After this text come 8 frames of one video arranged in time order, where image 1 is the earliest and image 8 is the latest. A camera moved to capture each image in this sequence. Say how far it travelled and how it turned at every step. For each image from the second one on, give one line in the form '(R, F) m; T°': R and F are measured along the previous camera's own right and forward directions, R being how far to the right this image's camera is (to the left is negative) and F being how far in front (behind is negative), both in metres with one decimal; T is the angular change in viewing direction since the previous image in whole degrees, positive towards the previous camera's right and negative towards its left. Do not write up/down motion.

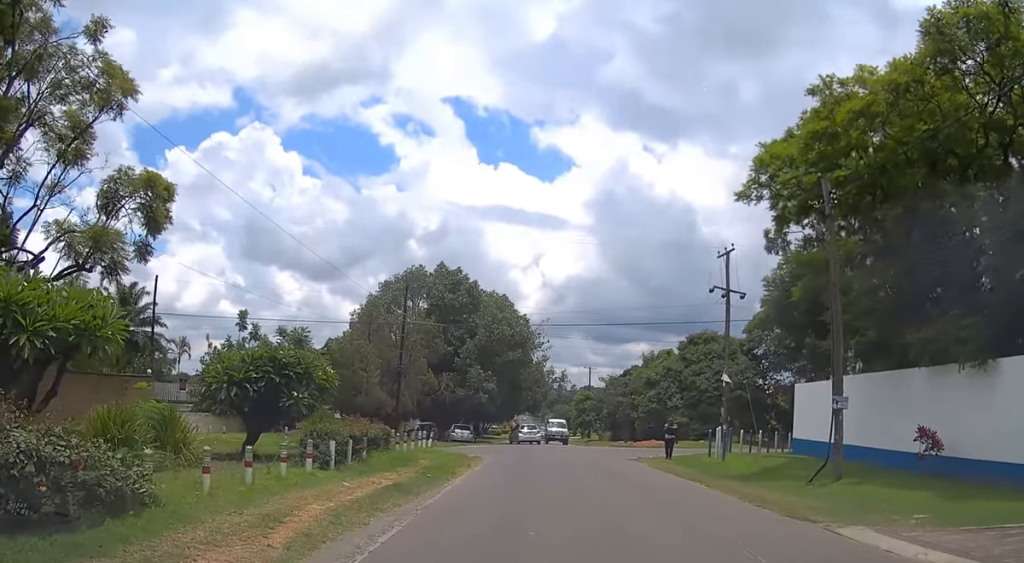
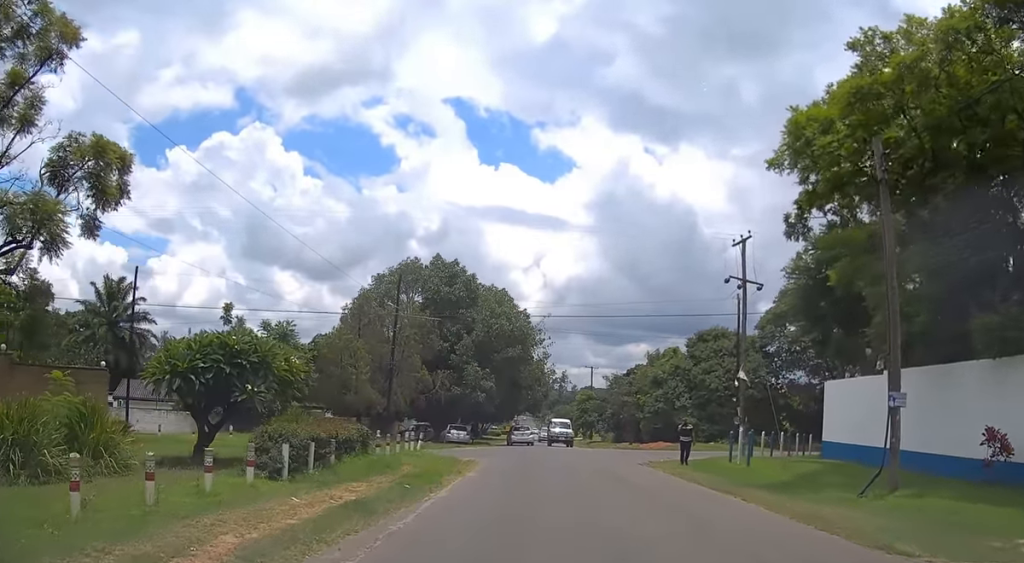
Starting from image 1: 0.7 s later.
(0.0, +2.6) m; 0°
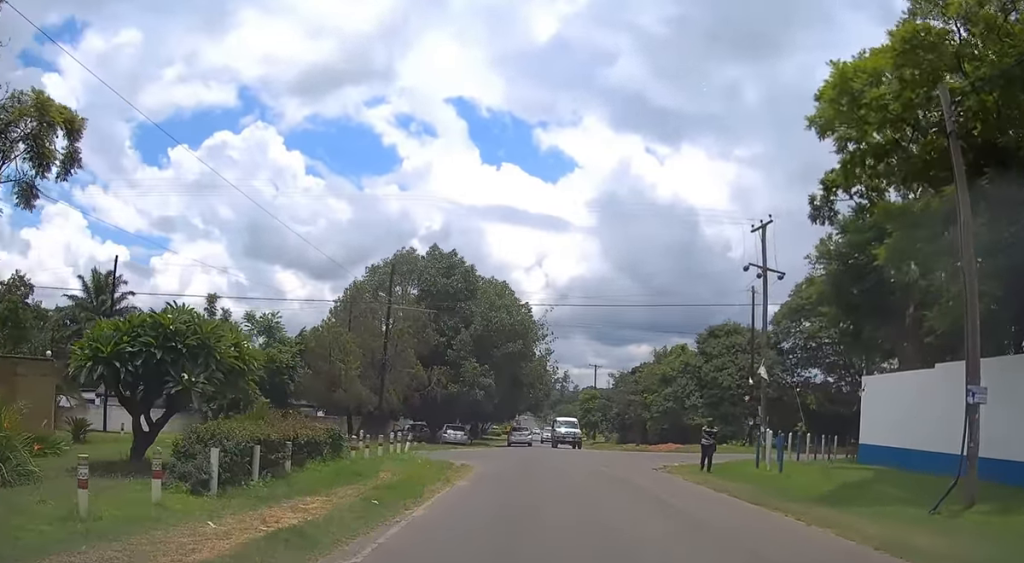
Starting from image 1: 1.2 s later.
(0.0, +2.4) m; -1°
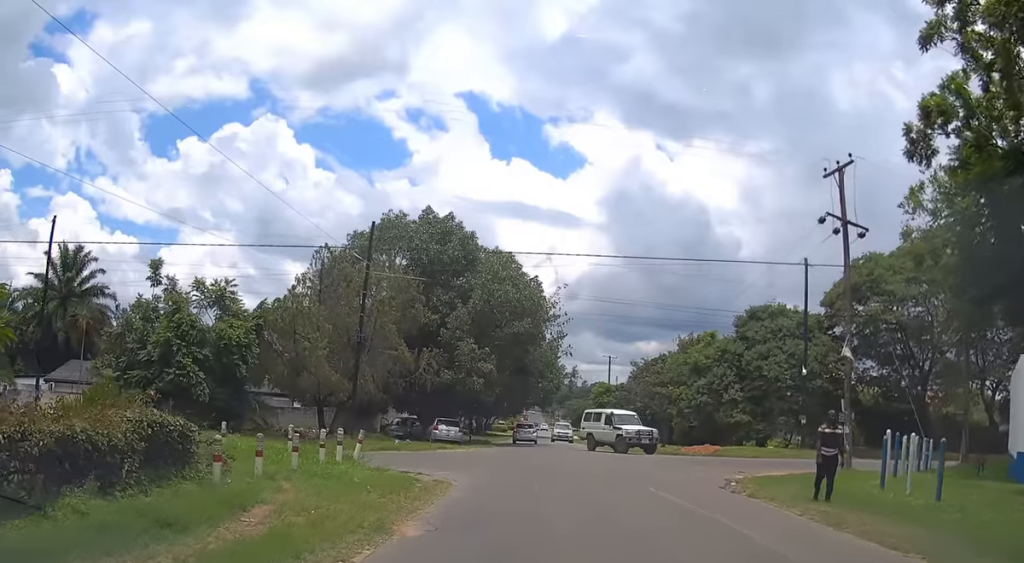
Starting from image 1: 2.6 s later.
(0.0, +7.2) m; 0°
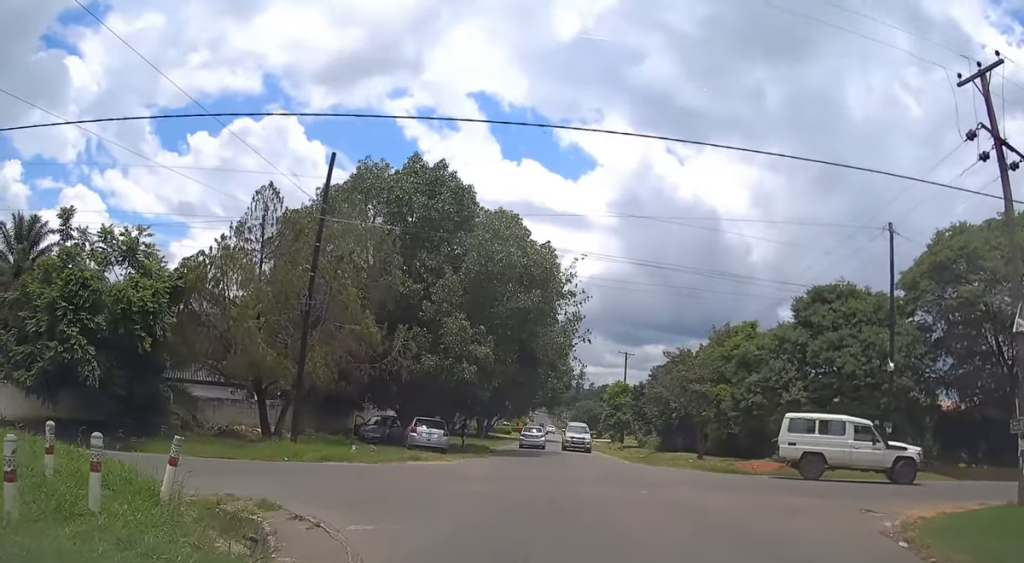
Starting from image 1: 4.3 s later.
(0.0, +9.0) m; -1°
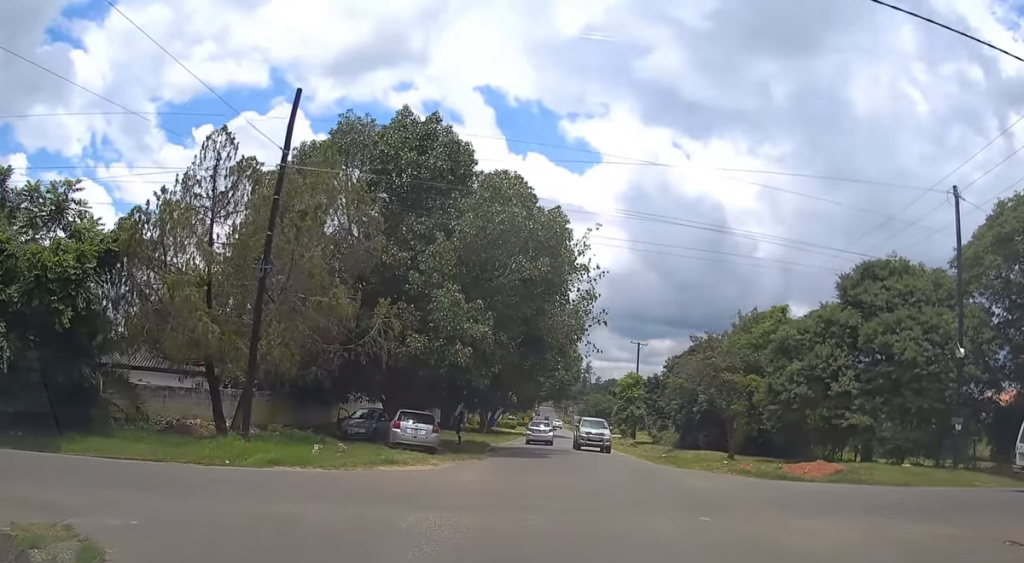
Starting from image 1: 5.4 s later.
(-0.1, +5.3) m; +1°
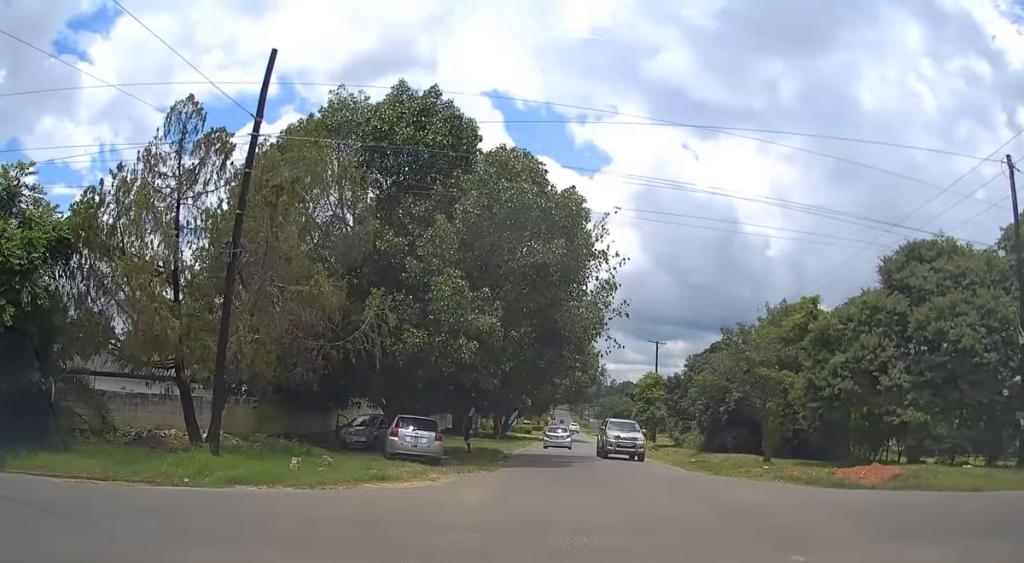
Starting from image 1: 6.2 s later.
(+0.1, +3.3) m; 0°
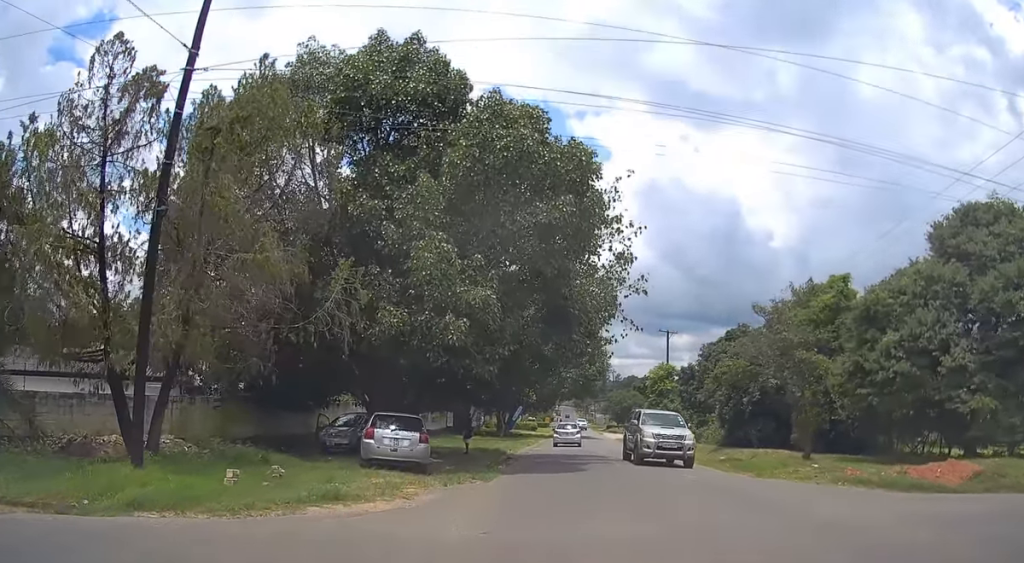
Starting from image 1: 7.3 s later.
(-0.1, +3.7) m; -2°
